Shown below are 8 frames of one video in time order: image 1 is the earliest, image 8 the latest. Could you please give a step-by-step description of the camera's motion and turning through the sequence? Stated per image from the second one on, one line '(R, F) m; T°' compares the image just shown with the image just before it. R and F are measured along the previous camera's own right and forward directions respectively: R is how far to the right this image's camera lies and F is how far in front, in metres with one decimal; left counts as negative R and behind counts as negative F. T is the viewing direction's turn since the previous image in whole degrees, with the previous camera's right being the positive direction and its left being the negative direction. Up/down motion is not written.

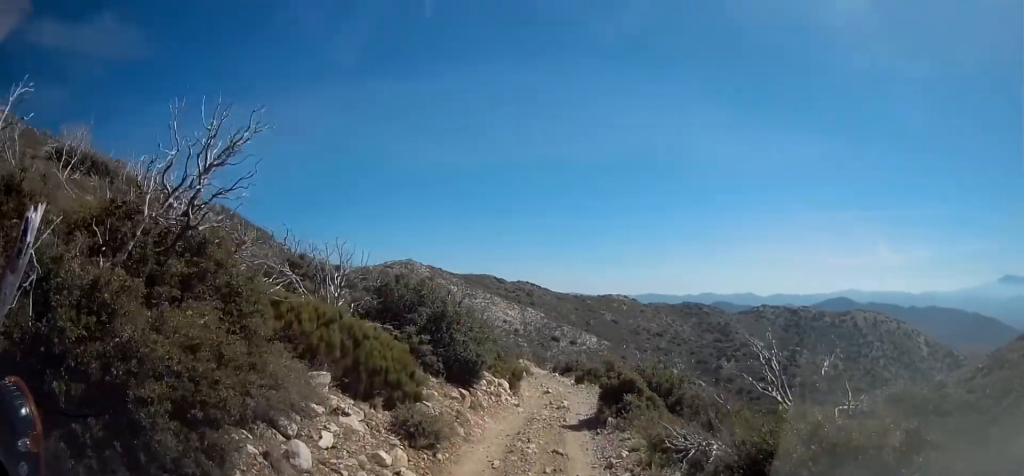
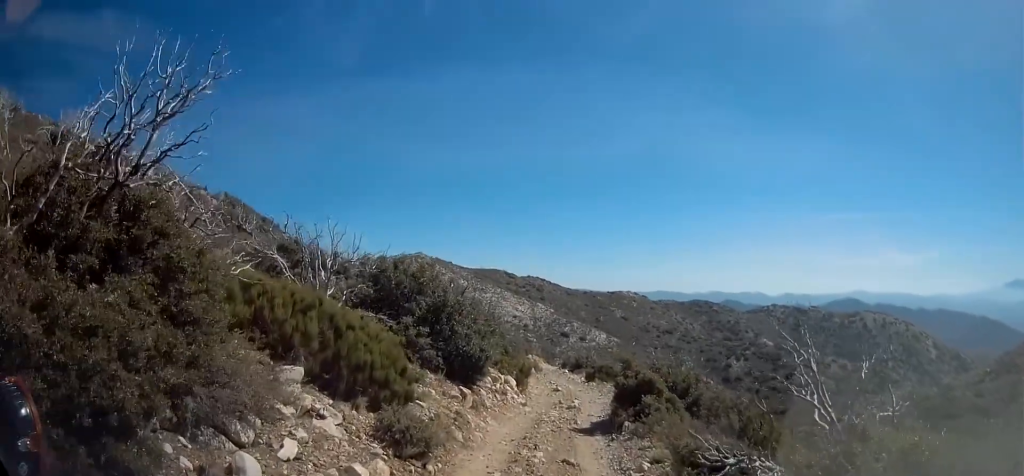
(0.0, +1.3) m; 0°
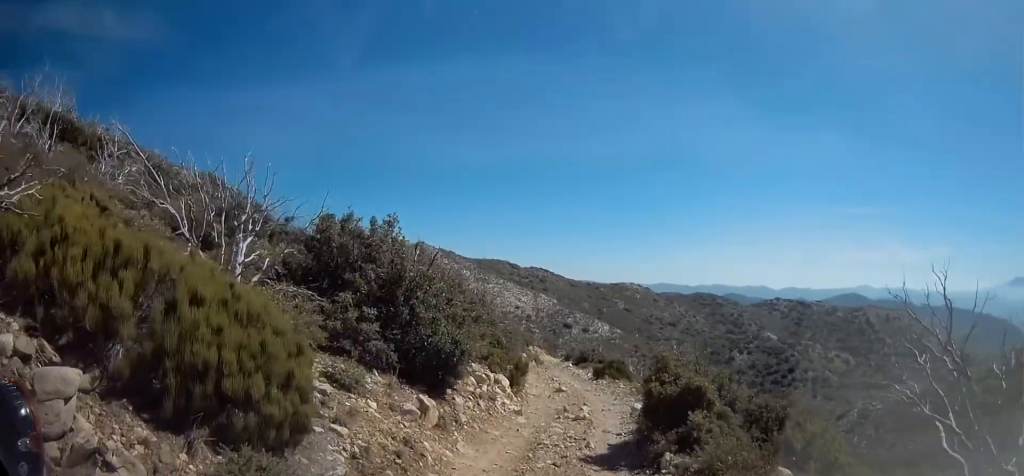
(-0.5, +3.7) m; -17°
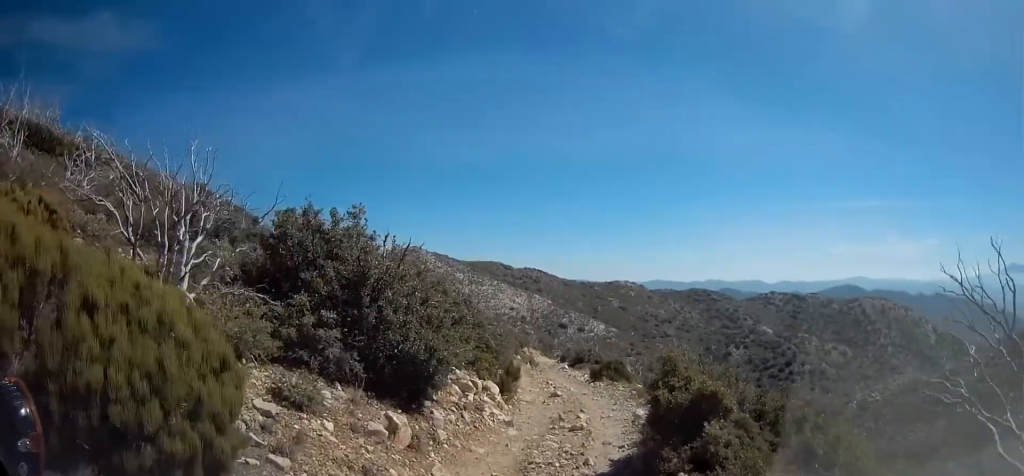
(-0.3, +1.1) m; 0°
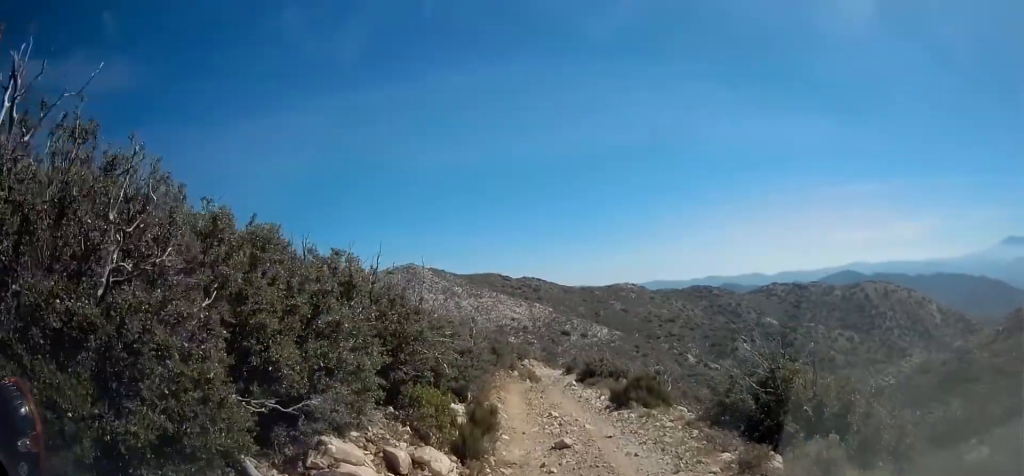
(+1.9, +6.8) m; +17°
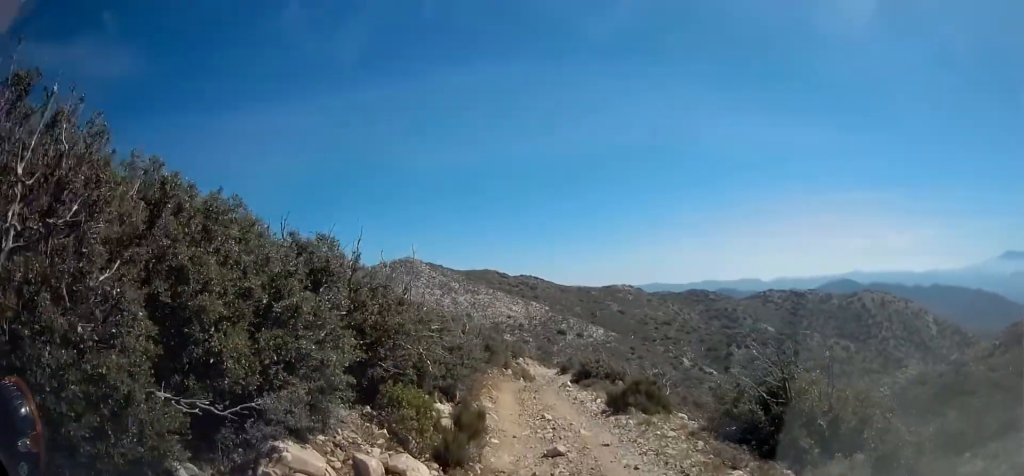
(+0.2, +0.9) m; -6°
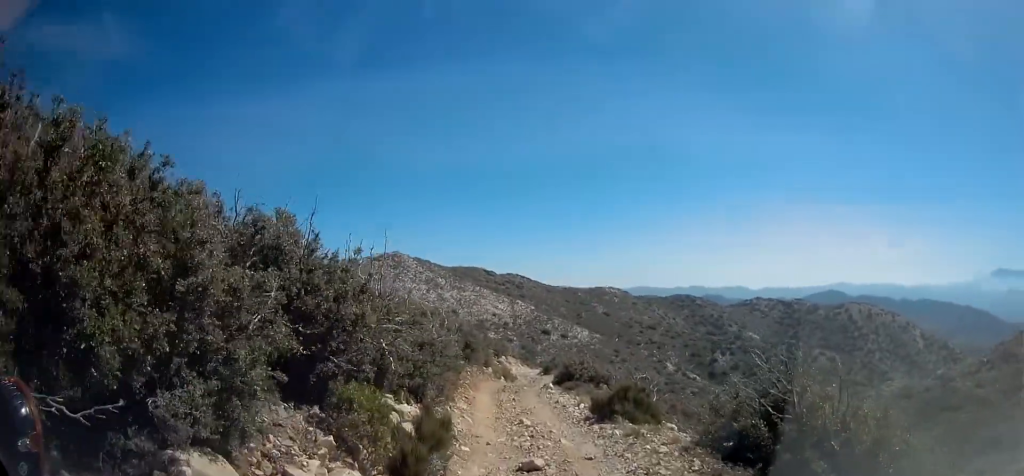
(-0.4, +0.9) m; -3°
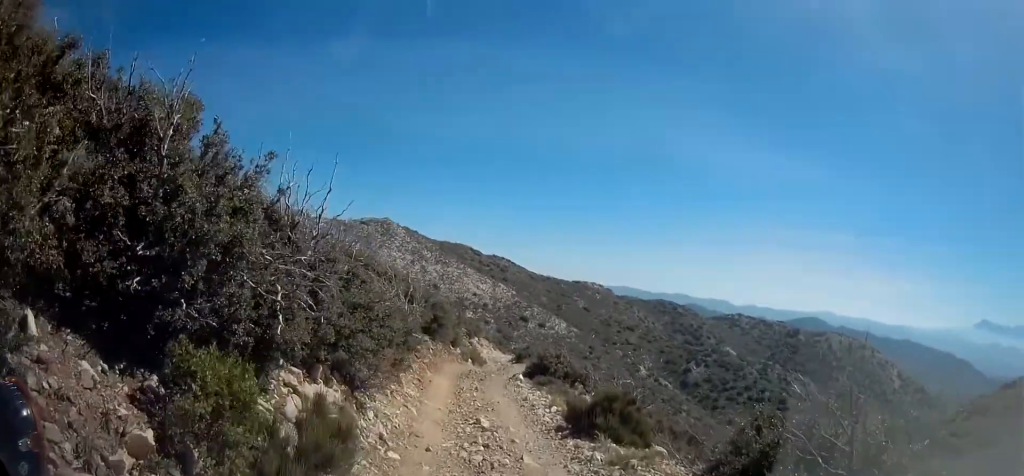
(0.0, +2.2) m; +5°
